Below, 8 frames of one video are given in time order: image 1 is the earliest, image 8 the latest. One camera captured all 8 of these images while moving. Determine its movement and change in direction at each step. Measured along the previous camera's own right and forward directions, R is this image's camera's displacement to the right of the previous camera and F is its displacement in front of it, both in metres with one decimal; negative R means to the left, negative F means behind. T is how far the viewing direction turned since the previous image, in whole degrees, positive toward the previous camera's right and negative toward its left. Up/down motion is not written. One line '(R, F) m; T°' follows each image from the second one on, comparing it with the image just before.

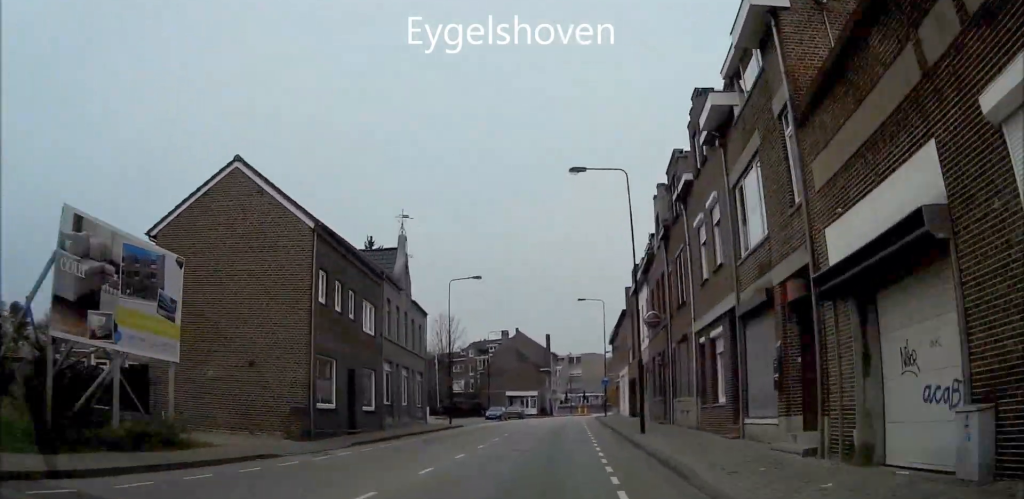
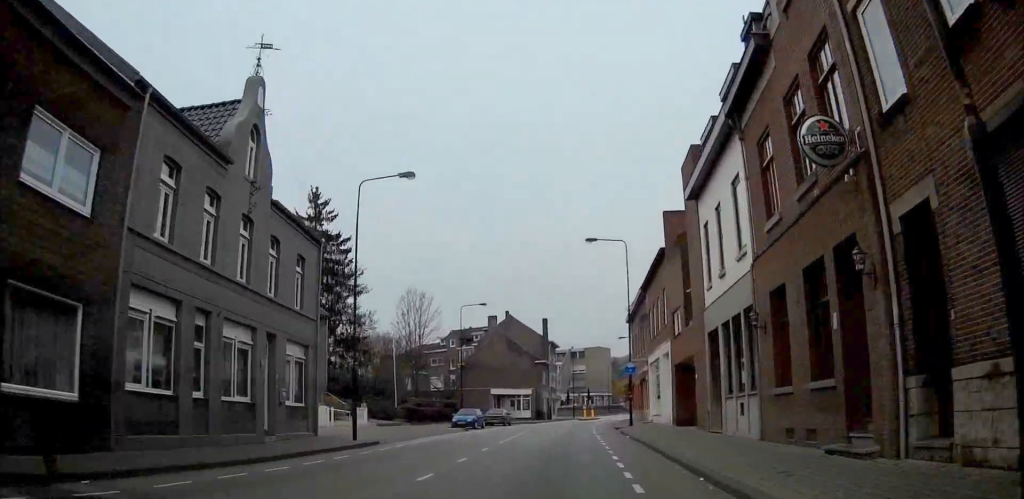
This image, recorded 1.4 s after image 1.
(0.0, +21.0) m; +1°
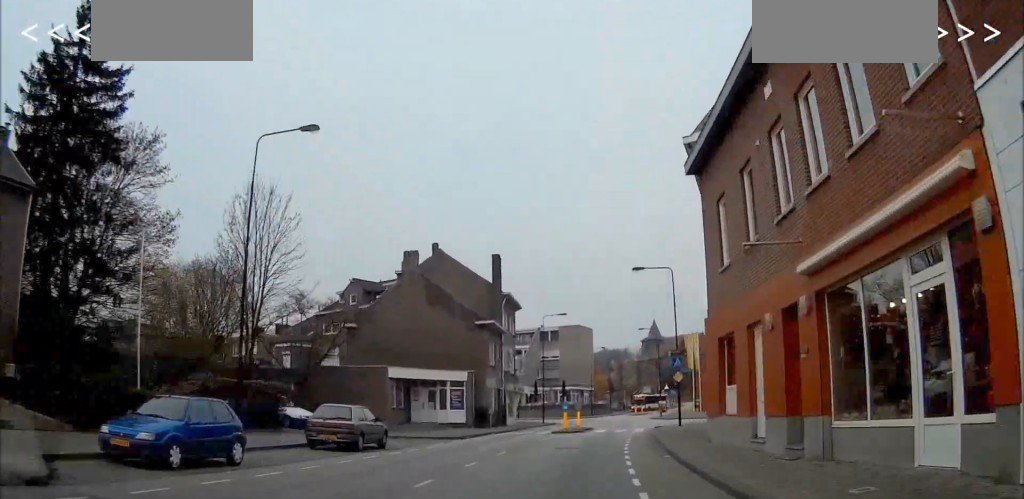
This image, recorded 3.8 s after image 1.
(+0.8, +35.9) m; +2°
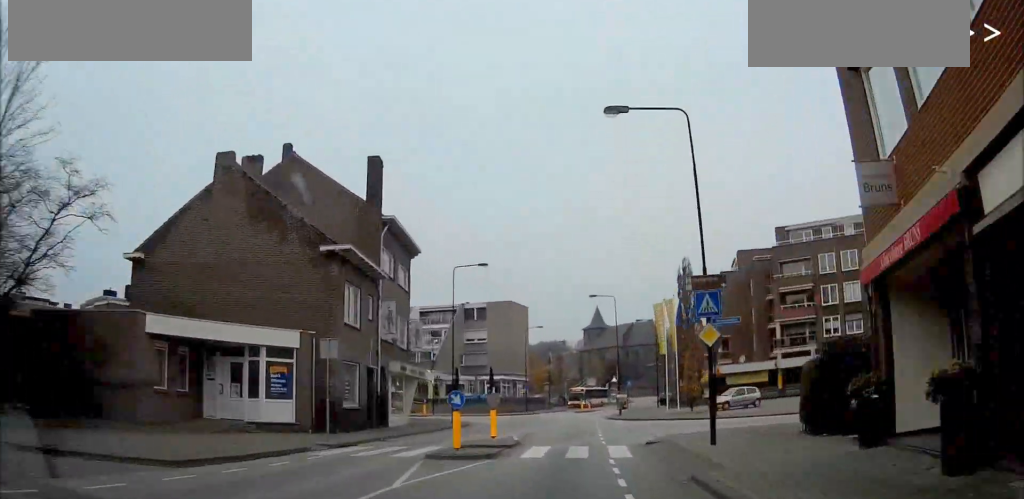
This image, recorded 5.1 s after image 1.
(+0.3, +19.8) m; +1°
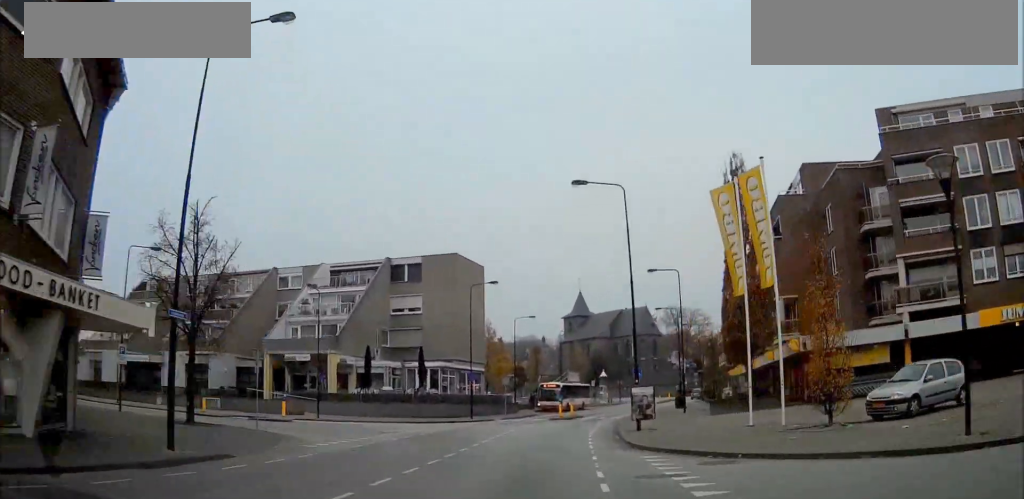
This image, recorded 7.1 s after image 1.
(-0.2, +28.2) m; +2°
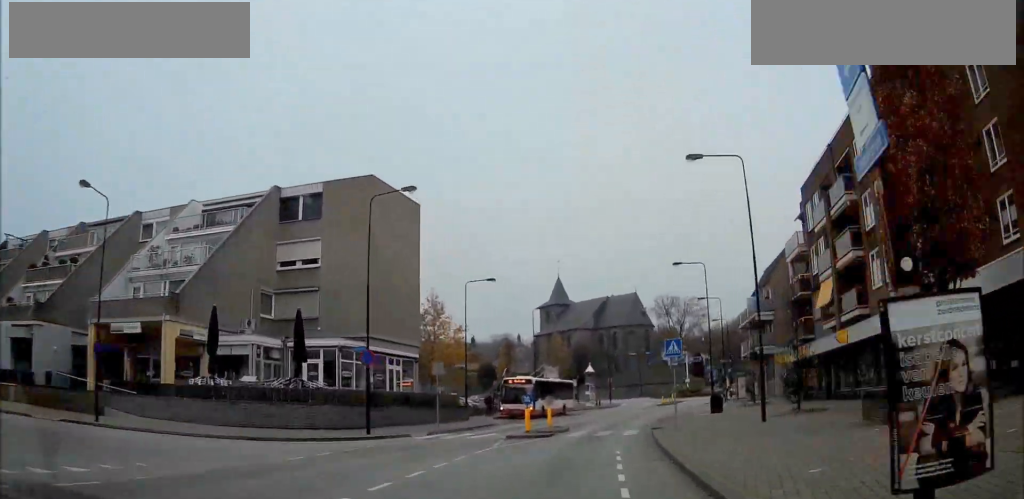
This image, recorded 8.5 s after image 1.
(+0.4, +20.9) m; +4°
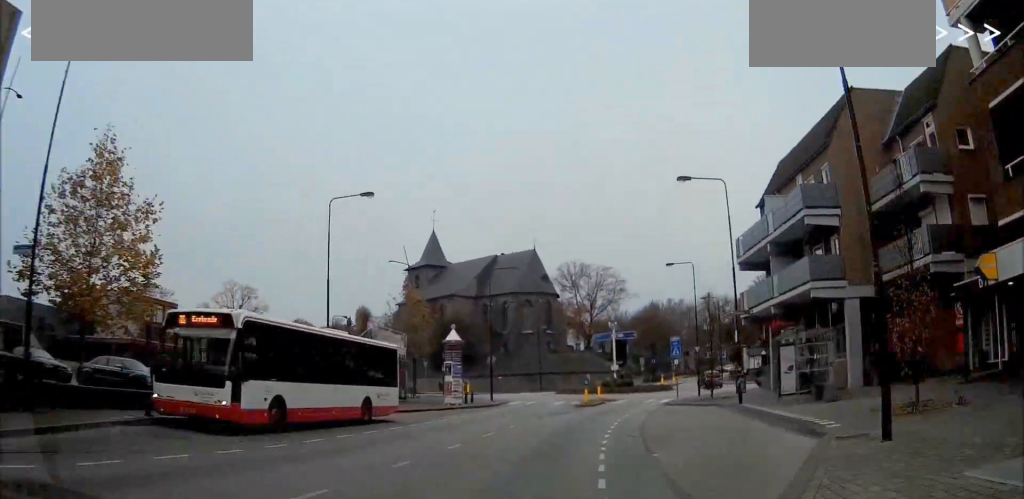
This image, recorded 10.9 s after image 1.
(+2.1, +30.5) m; +7°
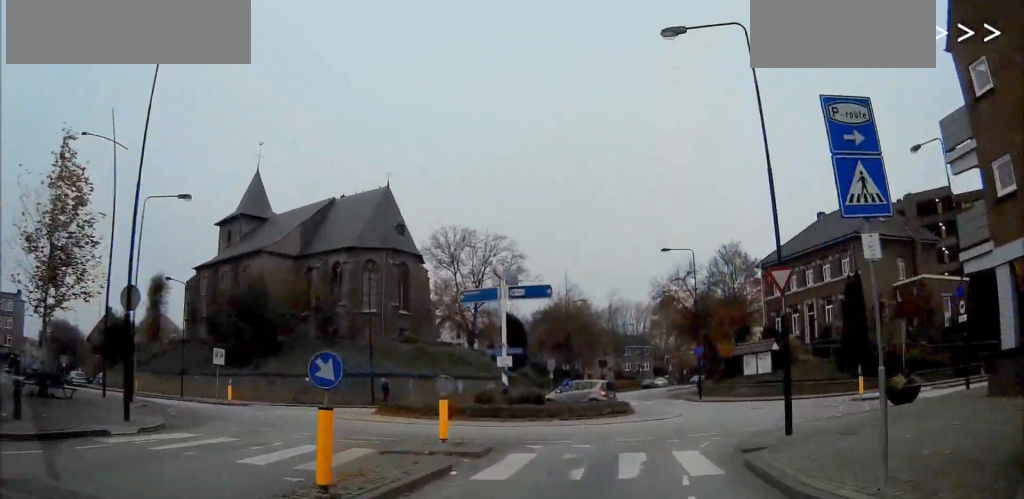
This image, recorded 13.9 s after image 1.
(+2.6, +33.4) m; +10°
